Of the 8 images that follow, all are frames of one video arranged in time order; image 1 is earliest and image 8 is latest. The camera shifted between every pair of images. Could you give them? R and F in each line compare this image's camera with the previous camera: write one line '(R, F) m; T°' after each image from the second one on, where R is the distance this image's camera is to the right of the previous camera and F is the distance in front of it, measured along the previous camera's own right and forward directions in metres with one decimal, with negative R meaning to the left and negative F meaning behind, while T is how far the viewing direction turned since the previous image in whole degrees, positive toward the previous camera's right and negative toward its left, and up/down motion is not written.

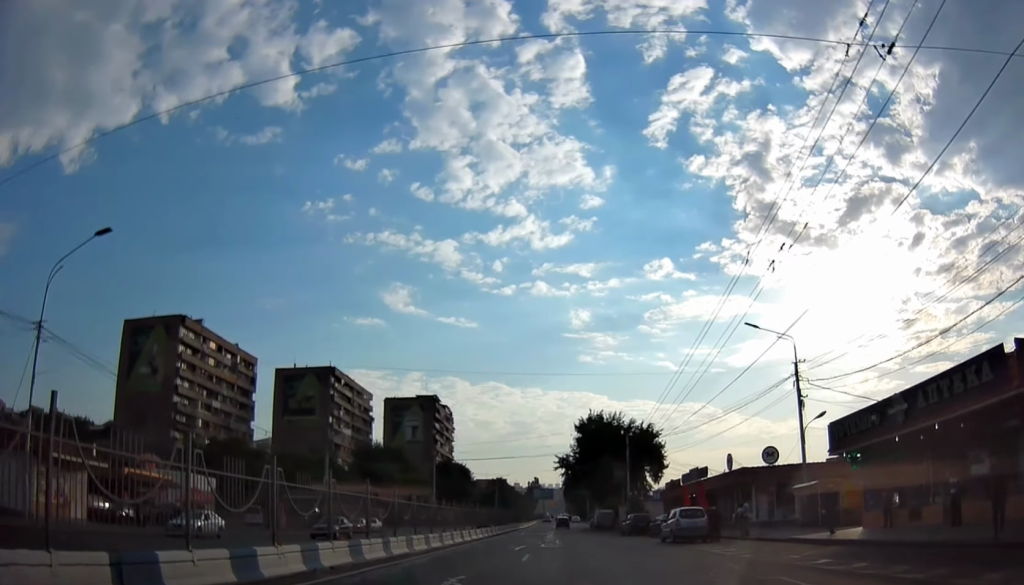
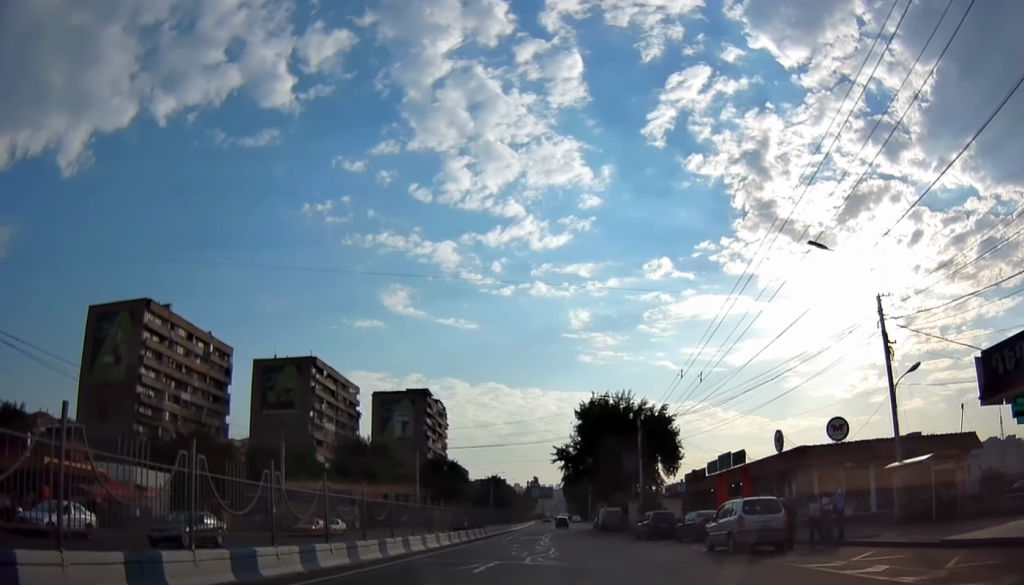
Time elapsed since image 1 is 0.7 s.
(-0.3, +11.9) m; -1°
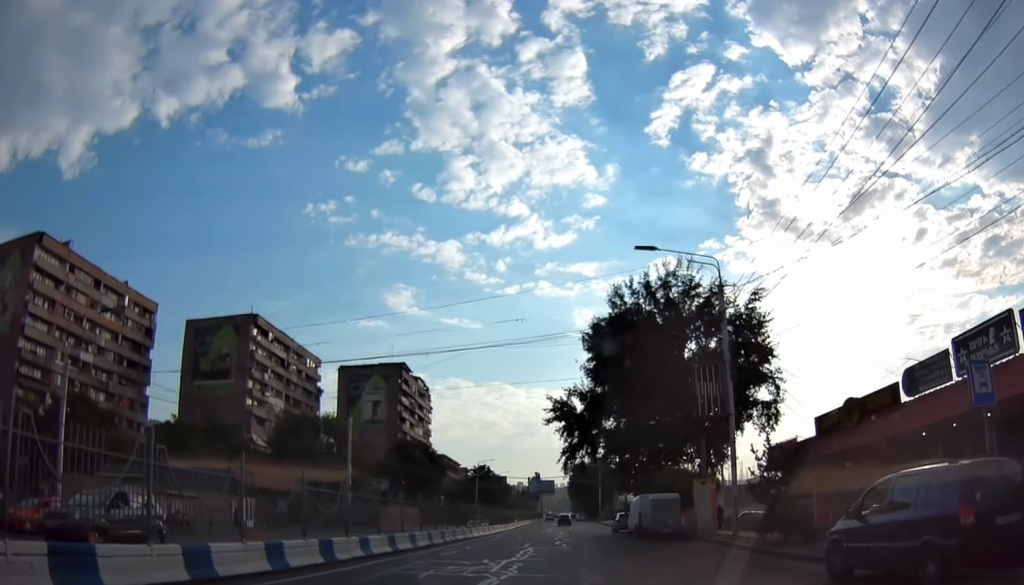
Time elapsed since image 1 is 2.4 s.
(0.0, +31.4) m; +1°
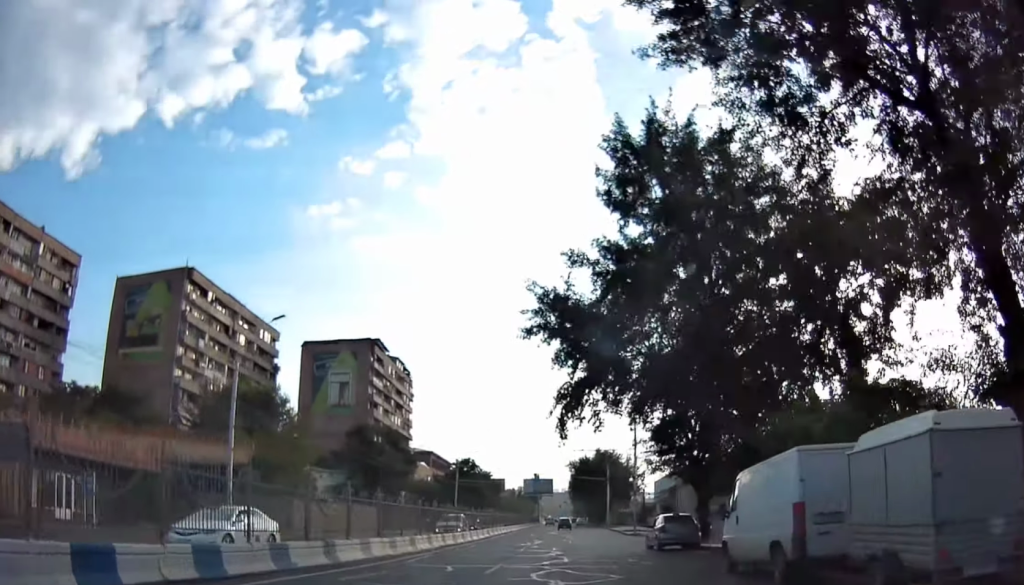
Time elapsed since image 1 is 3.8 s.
(+0.3, +23.4) m; -1°
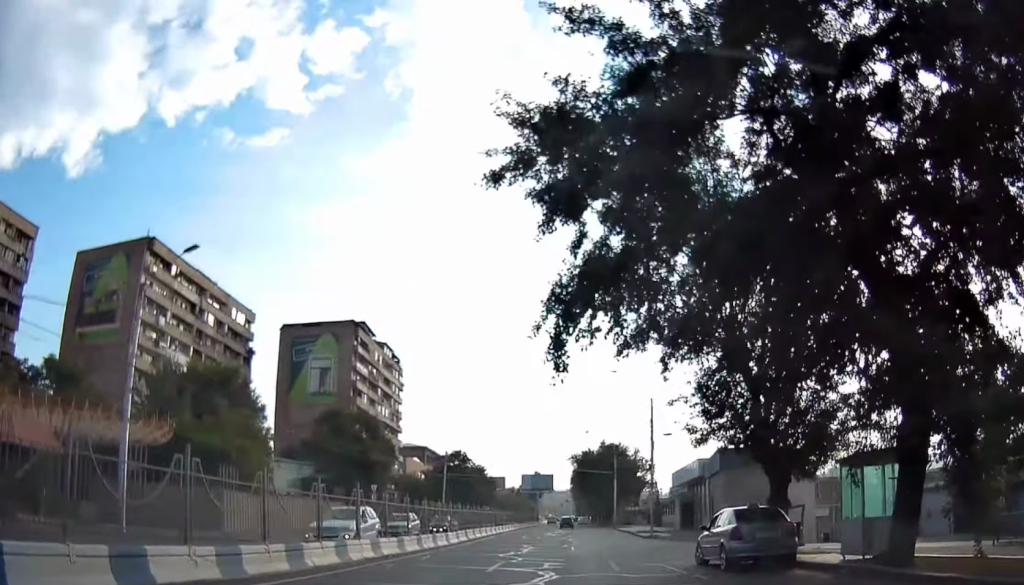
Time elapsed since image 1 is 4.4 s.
(-0.3, +11.1) m; -1°
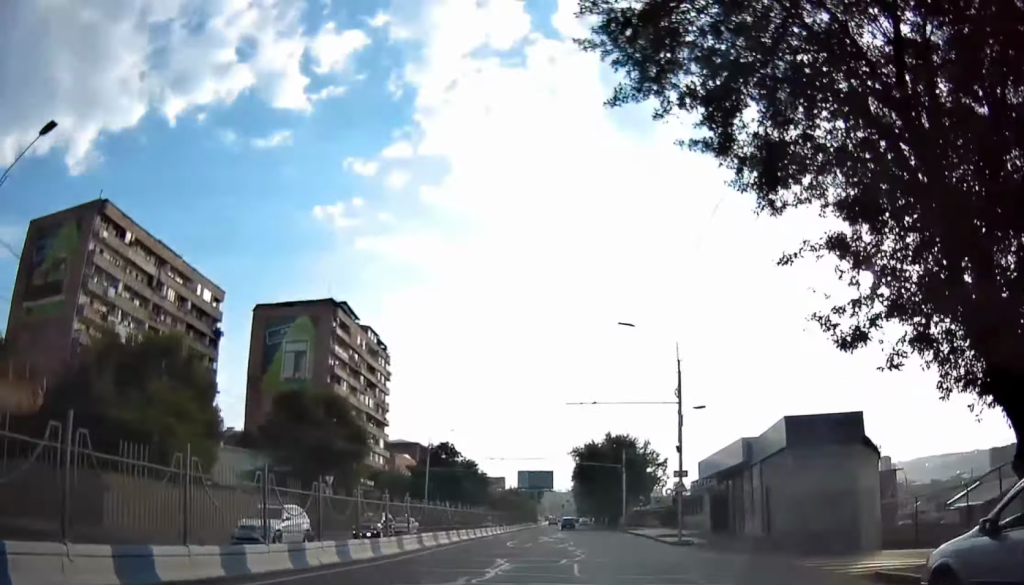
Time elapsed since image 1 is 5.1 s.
(-0.2, +12.0) m; 0°
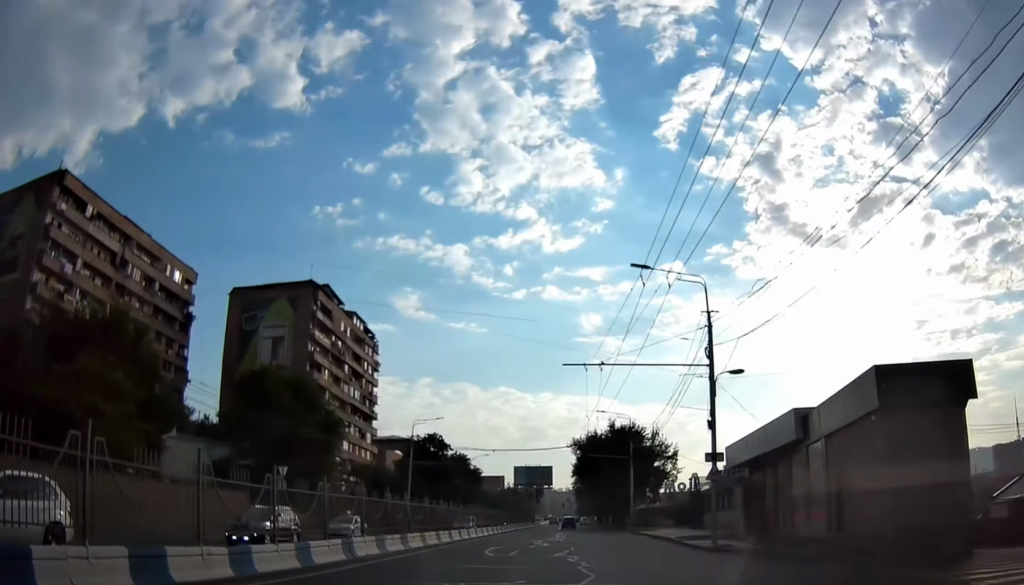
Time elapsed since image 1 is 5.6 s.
(+0.2, +8.6) m; +1°
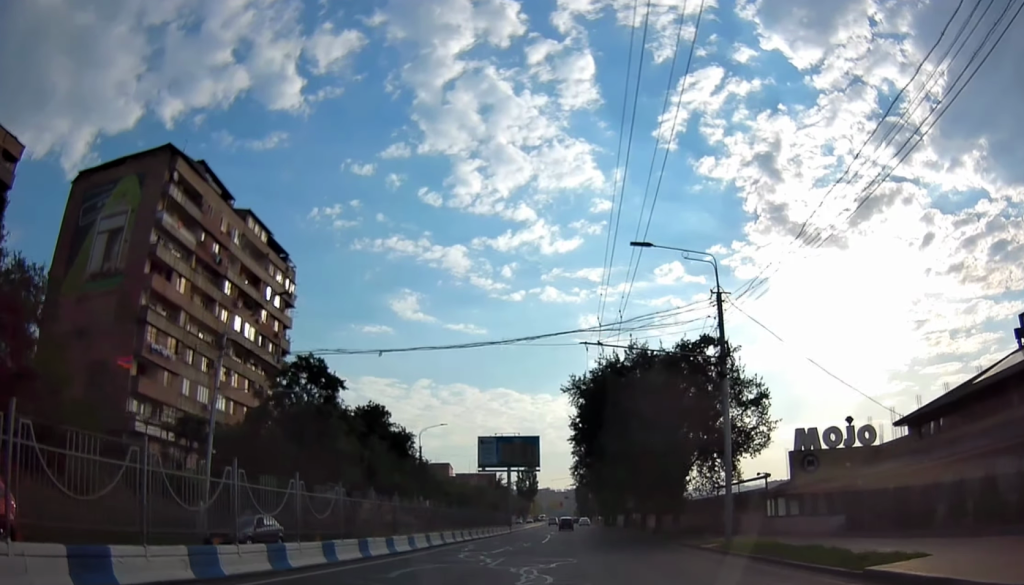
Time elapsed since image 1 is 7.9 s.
(-0.6, +40.5) m; -2°
